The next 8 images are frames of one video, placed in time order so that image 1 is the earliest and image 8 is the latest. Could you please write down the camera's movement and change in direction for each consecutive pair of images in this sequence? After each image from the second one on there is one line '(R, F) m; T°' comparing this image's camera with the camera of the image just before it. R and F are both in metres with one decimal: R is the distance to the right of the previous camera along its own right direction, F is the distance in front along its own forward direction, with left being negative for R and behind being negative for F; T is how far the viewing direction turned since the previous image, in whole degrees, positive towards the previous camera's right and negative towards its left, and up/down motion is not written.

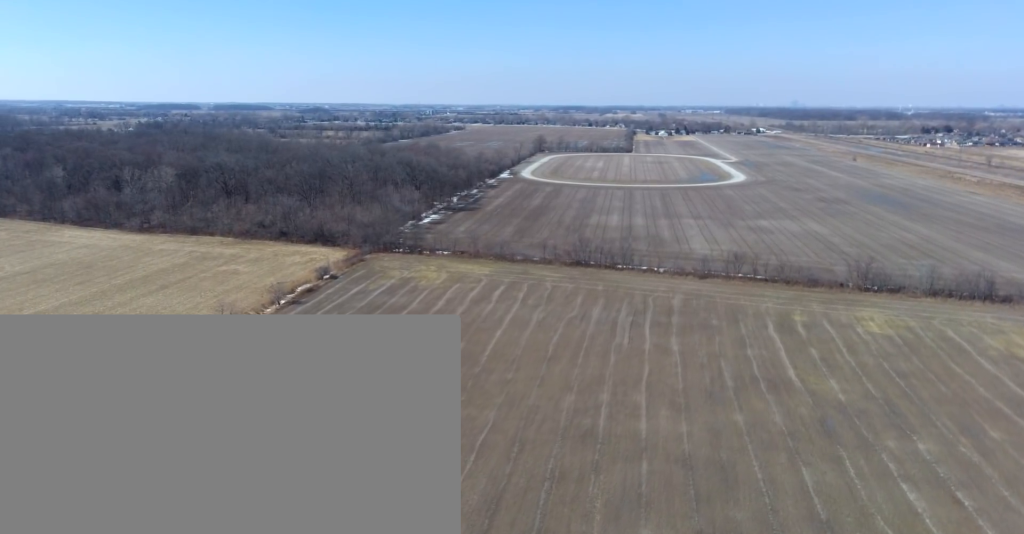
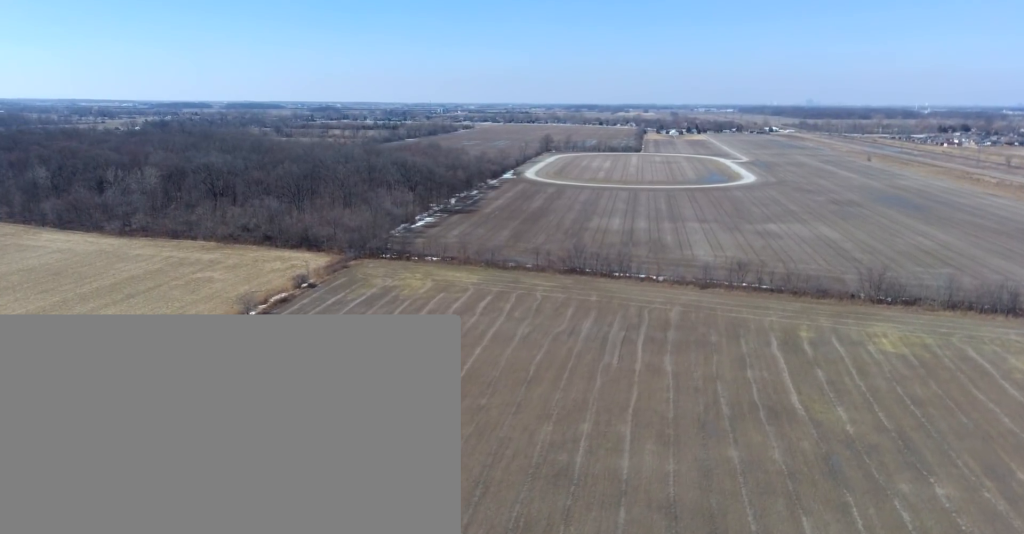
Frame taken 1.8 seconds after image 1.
(+0.1, +14.9) m; +1°
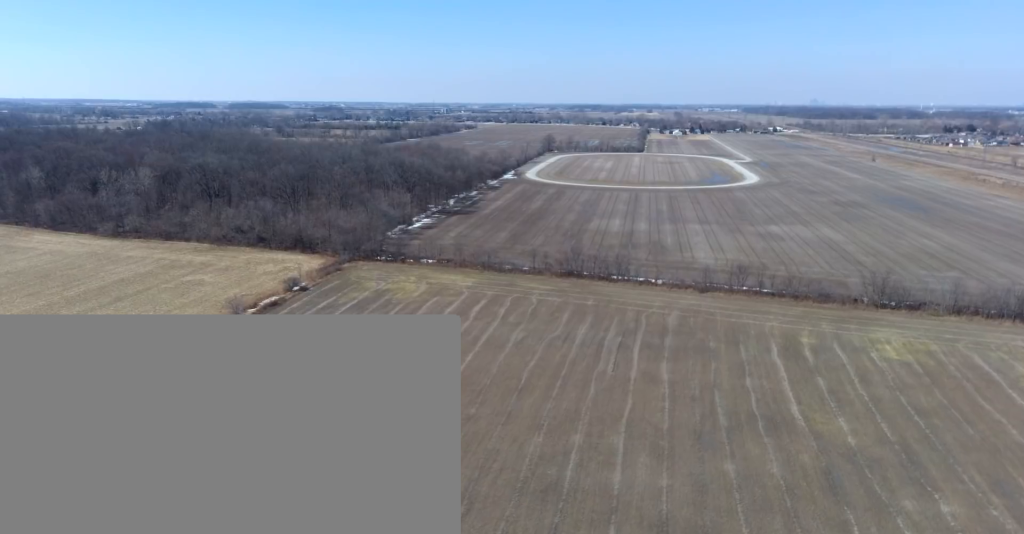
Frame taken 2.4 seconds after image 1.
(0.0, +5.3) m; 0°
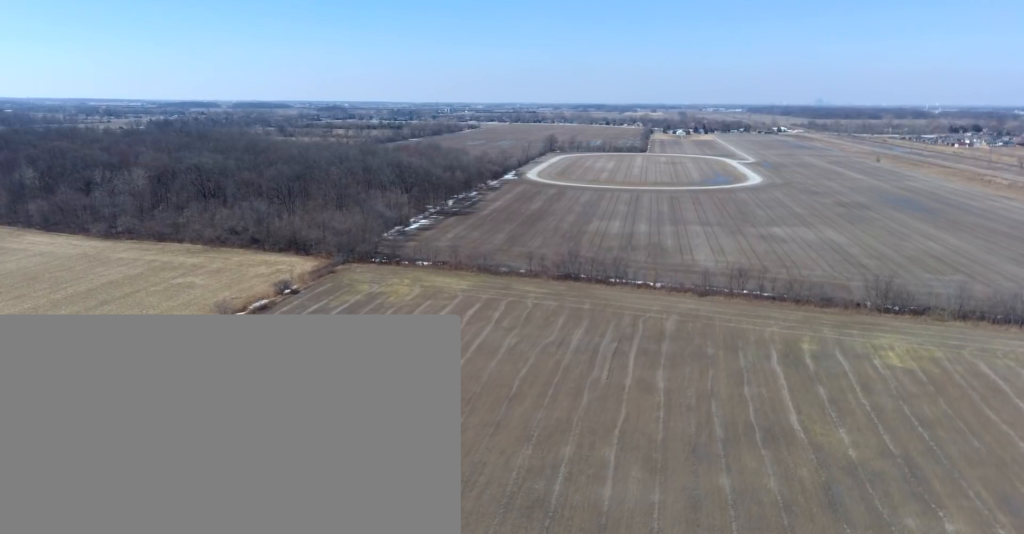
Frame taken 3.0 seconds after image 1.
(0.0, +5.4) m; 0°
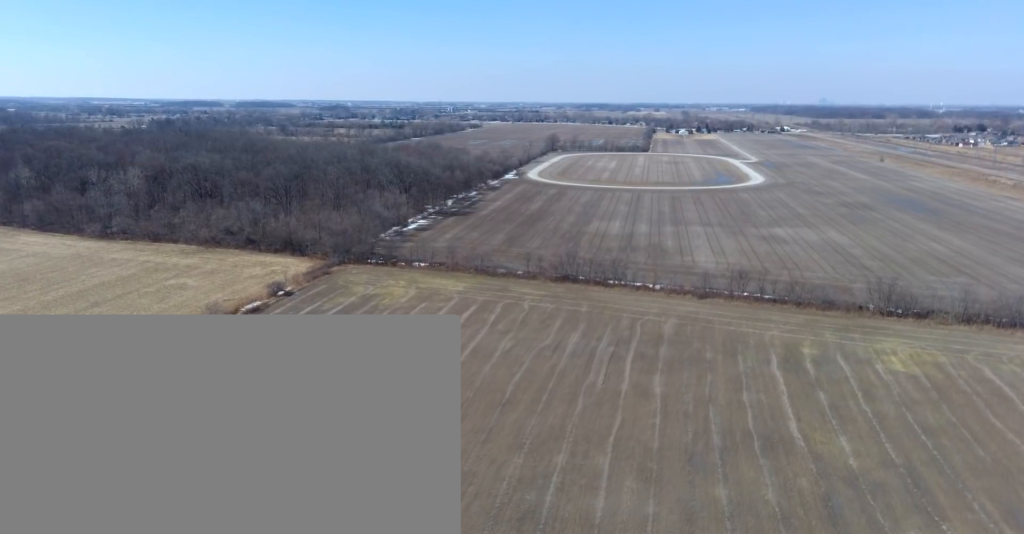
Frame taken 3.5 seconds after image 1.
(0.0, +4.0) m; 0°
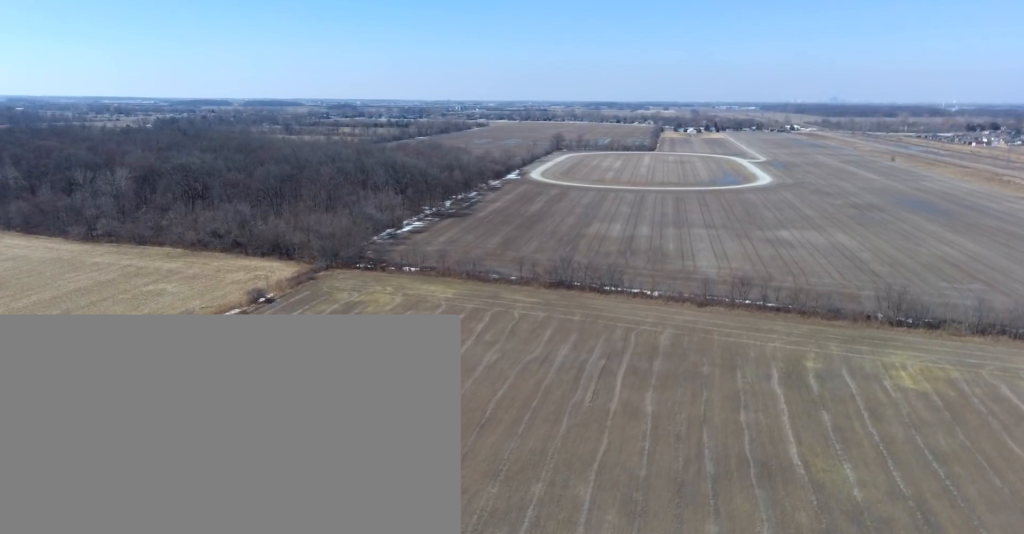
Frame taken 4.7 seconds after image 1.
(0.0, +11.2) m; 0°
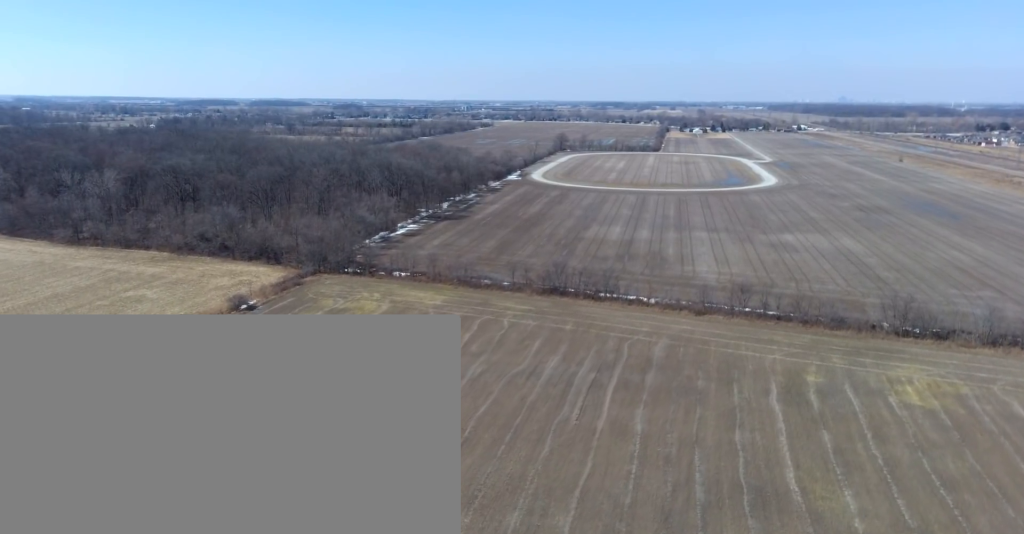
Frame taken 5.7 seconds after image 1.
(0.0, +8.6) m; 0°
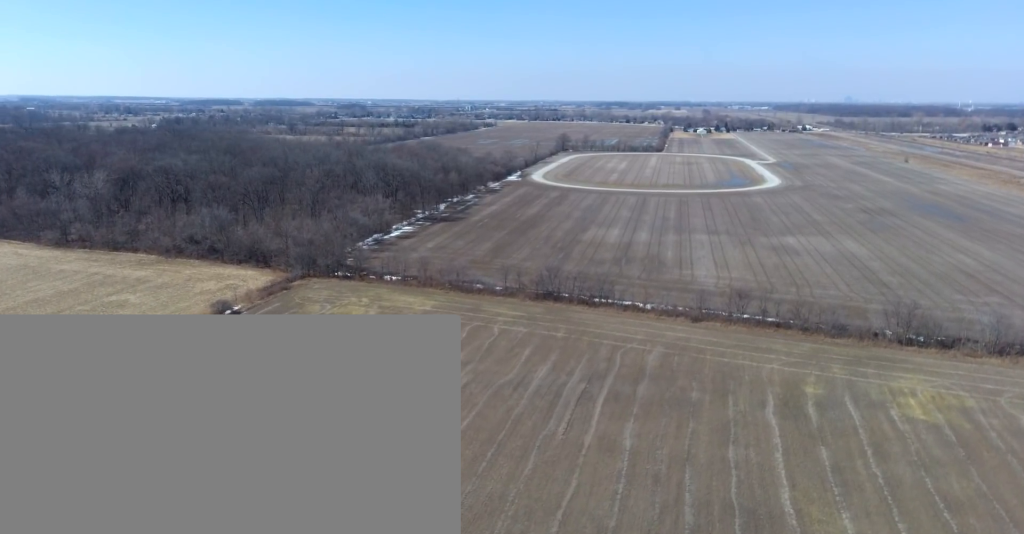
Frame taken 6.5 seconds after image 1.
(0.0, +6.5) m; 0°
